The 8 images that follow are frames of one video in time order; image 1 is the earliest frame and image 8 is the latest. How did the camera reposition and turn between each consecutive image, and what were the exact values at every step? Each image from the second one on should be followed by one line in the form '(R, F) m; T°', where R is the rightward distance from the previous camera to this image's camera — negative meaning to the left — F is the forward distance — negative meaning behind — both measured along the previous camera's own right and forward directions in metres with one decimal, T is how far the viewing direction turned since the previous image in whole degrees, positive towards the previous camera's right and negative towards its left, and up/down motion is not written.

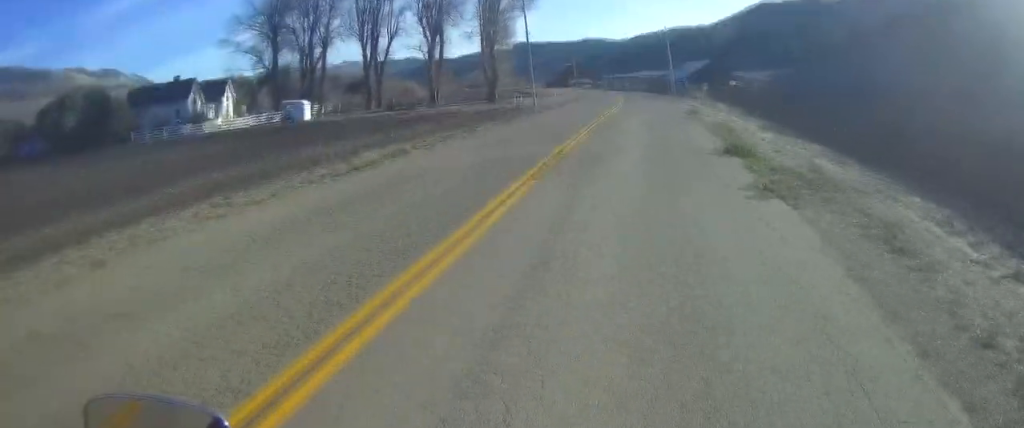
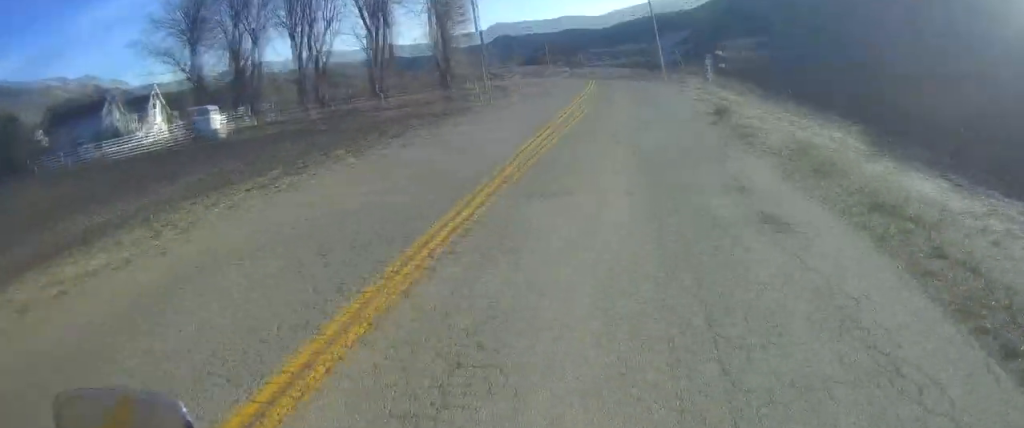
(0.0, +14.5) m; 0°
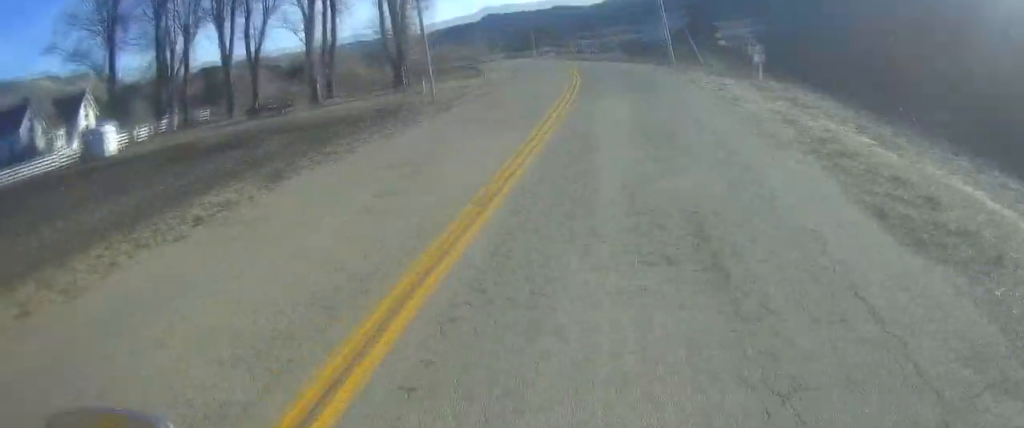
(0.0, +15.1) m; 0°
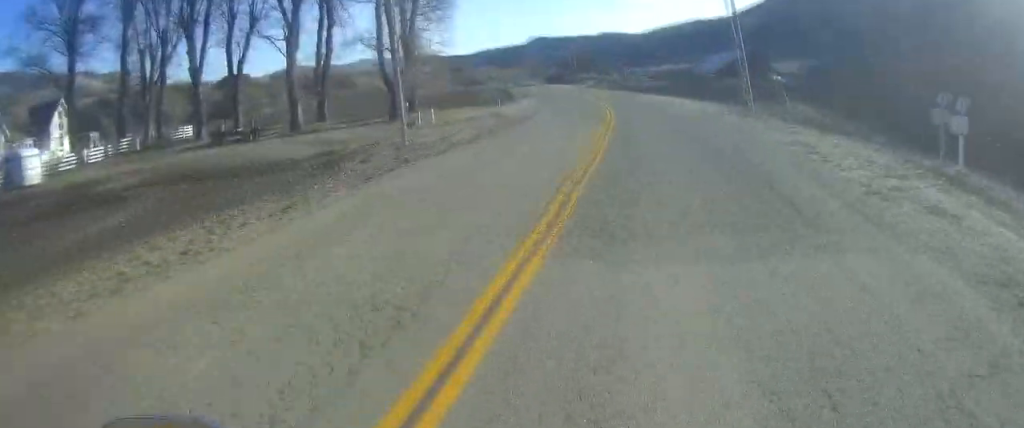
(0.0, +13.6) m; 0°
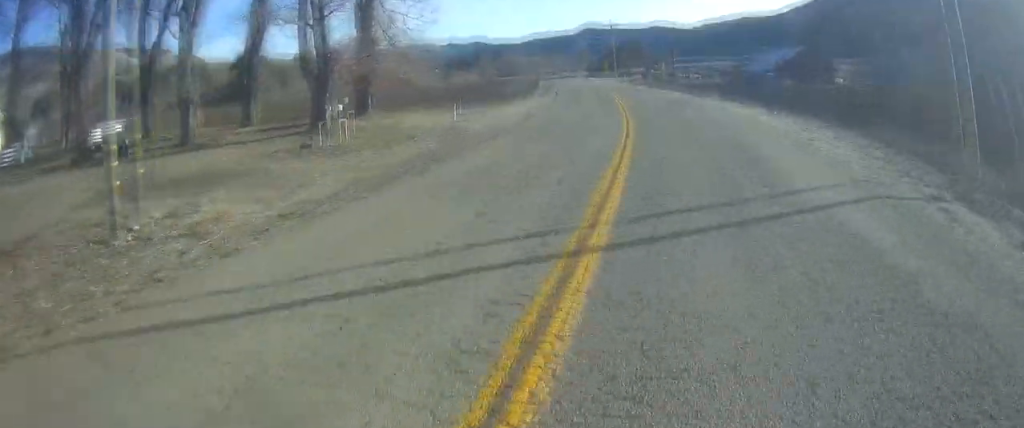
(-0.1, +19.4) m; 0°
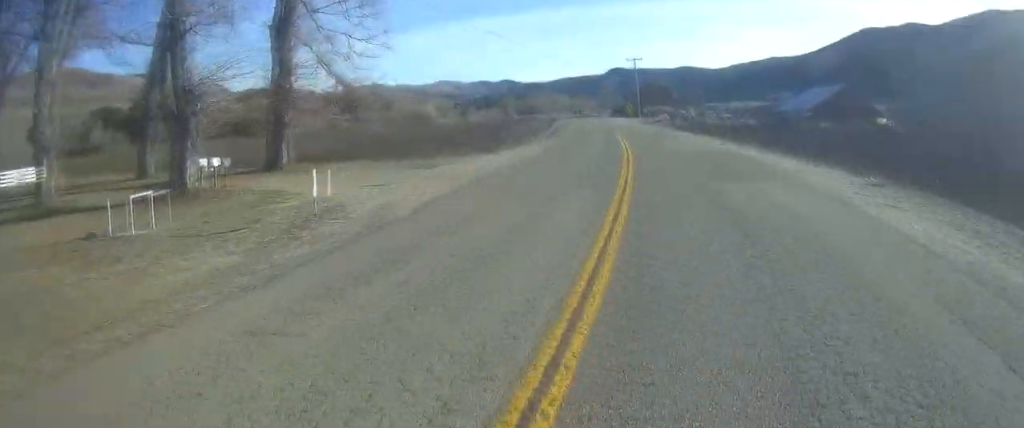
(-0.1, +13.3) m; -1°
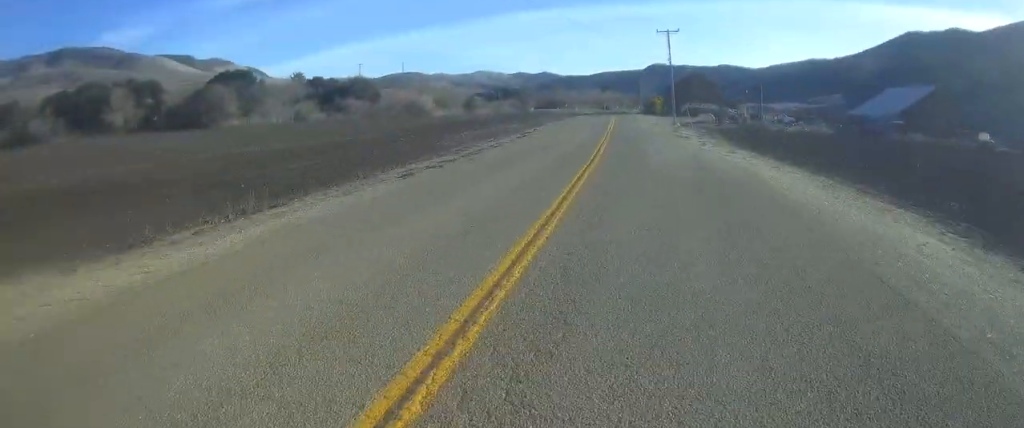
(-1.6, +34.6) m; -7°
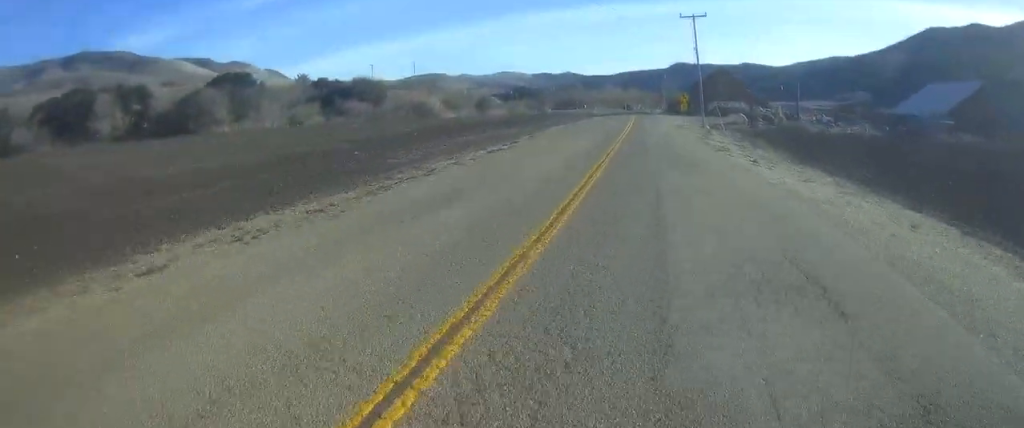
(-0.3, +11.4) m; -2°
